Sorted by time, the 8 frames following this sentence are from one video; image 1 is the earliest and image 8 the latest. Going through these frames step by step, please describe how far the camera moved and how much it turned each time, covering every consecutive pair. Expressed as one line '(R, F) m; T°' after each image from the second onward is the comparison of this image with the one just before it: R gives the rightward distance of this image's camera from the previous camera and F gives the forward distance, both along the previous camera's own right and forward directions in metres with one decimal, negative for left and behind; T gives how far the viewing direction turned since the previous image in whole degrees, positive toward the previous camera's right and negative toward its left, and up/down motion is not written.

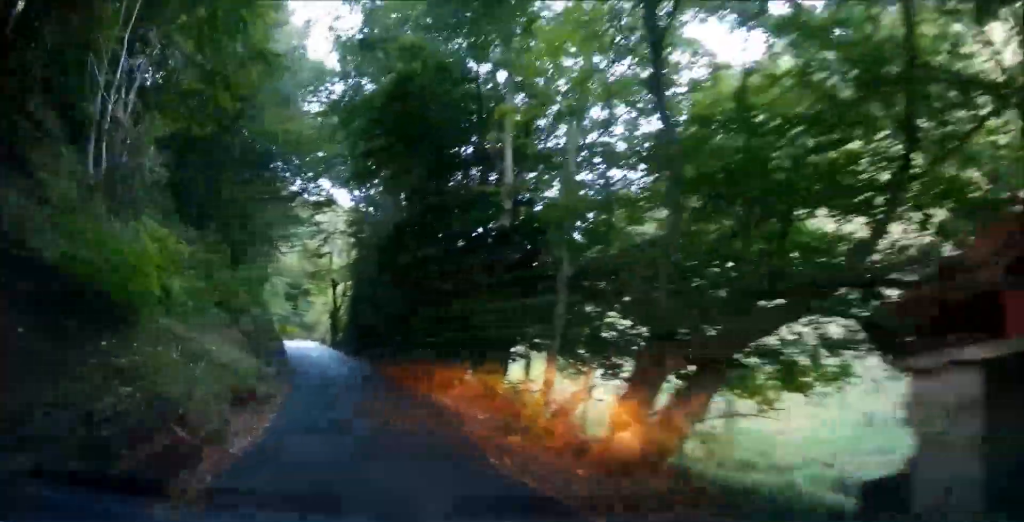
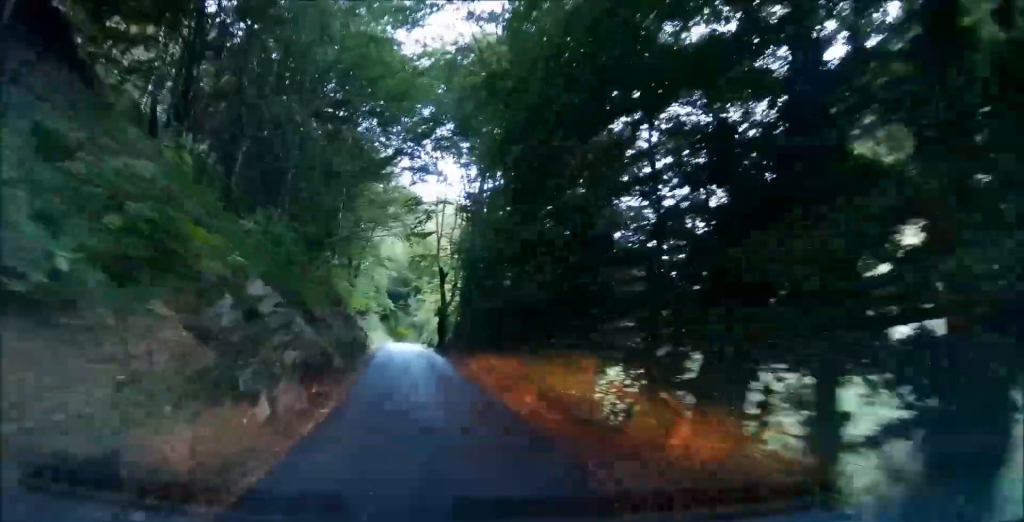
(-0.3, +7.7) m; -4°
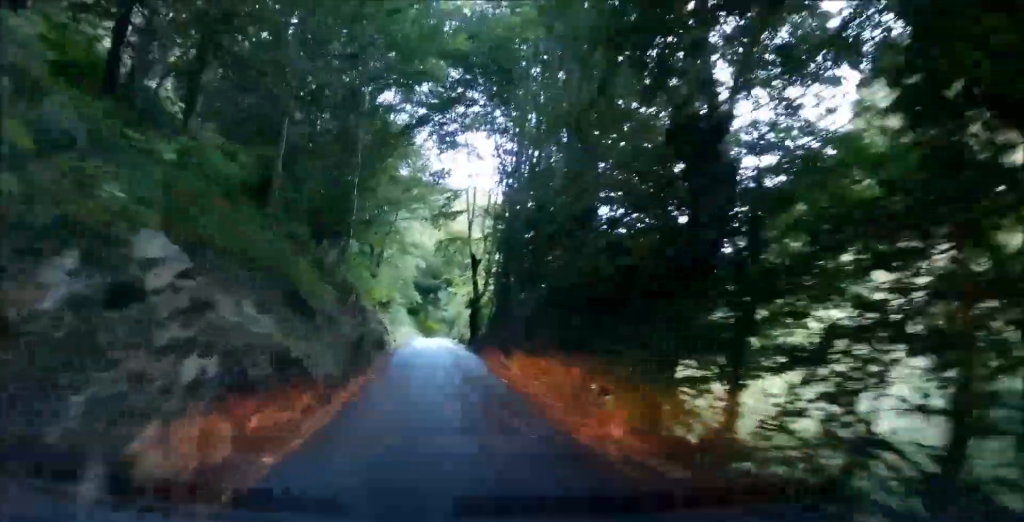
(0.0, +3.1) m; -4°
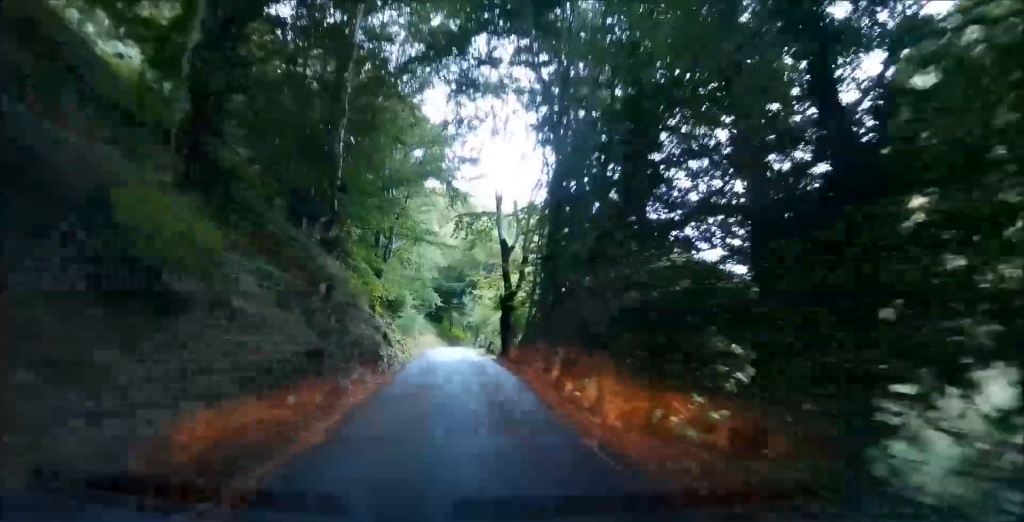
(-0.3, +5.4) m; -1°
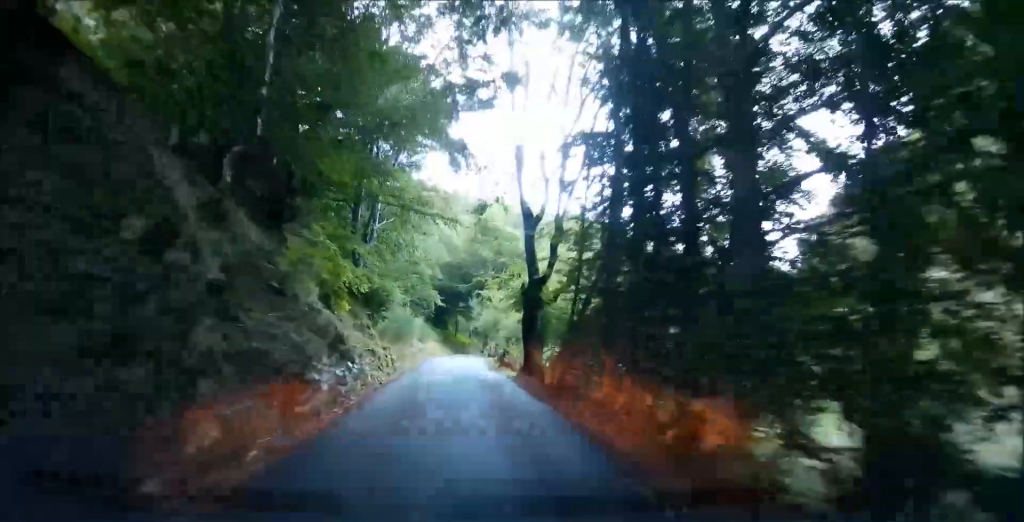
(+0.1, +6.0) m; -2°
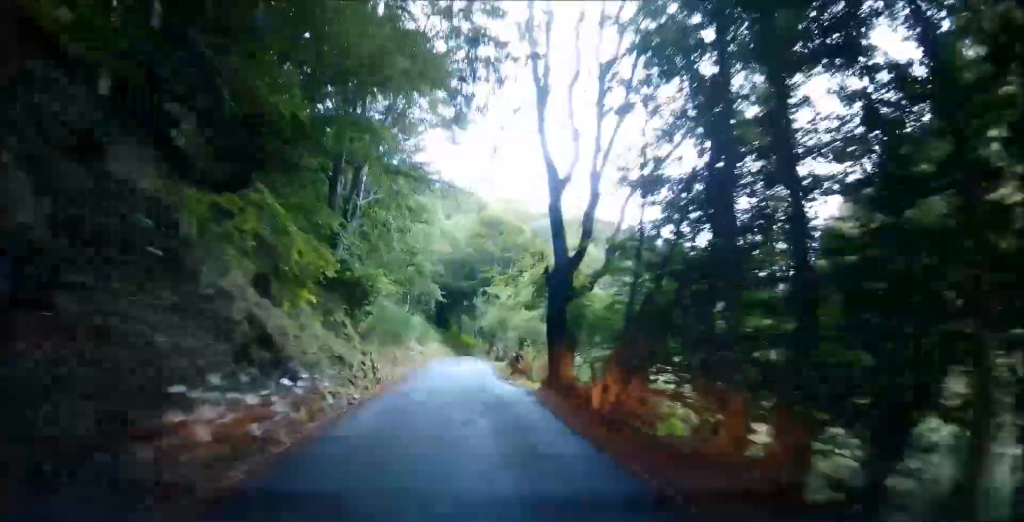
(-0.2, +3.6) m; -2°
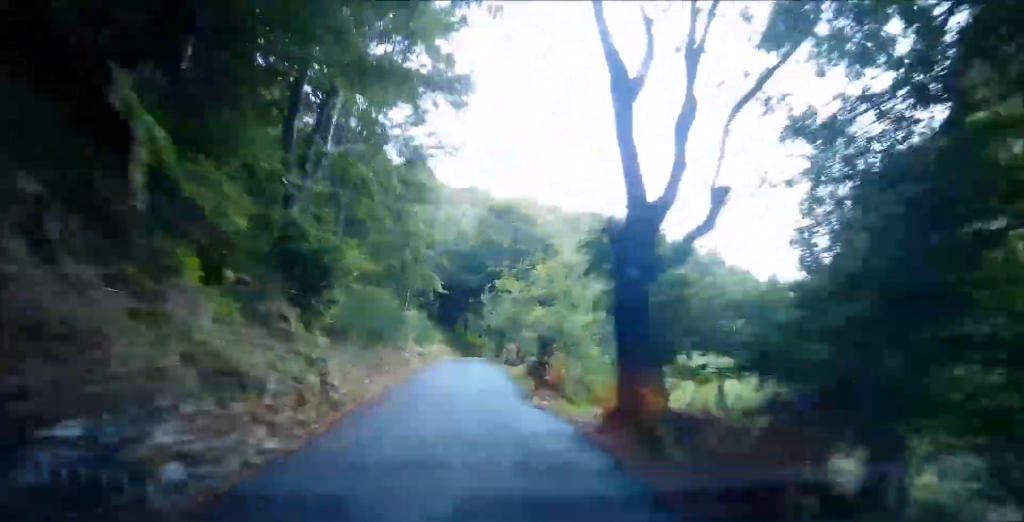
(-0.1, +5.0) m; +1°
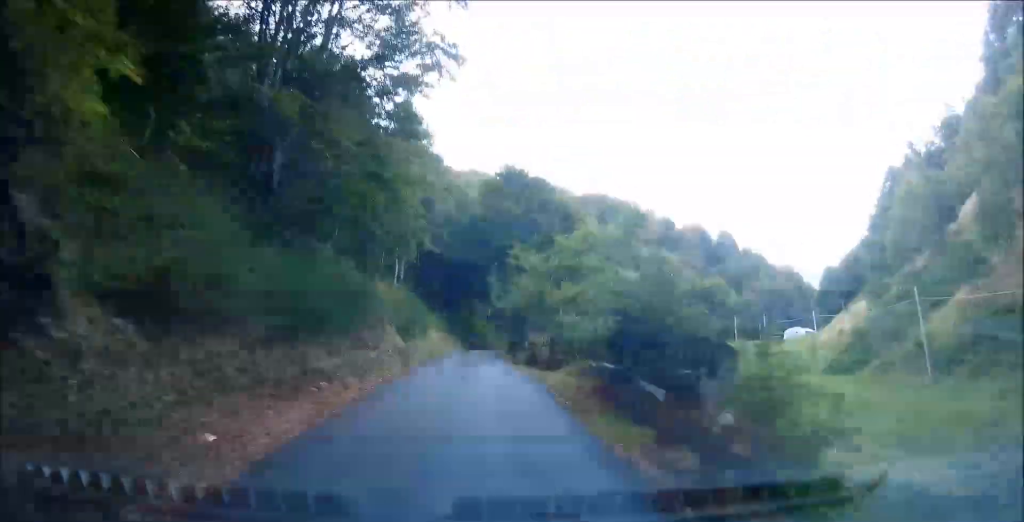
(+0.3, +8.8) m; +1°
